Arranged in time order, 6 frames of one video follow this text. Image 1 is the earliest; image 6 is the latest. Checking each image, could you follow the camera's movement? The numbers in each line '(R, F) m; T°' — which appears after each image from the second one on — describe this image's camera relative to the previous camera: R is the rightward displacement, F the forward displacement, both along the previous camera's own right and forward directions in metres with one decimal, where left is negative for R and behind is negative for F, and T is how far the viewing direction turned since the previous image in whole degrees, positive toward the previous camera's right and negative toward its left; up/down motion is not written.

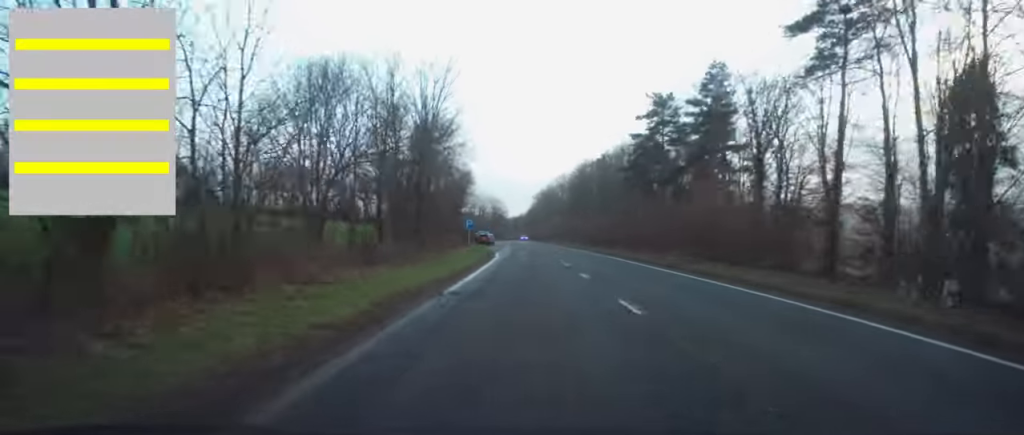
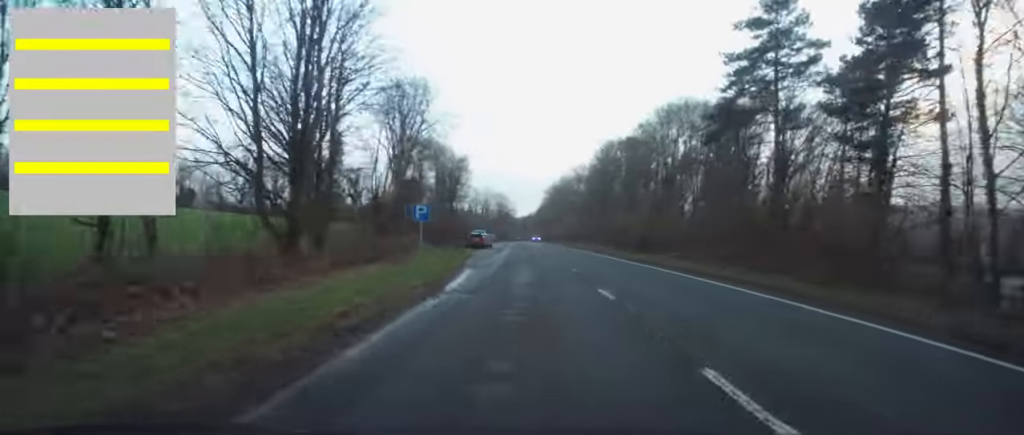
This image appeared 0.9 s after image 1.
(0.0, +24.3) m; -1°
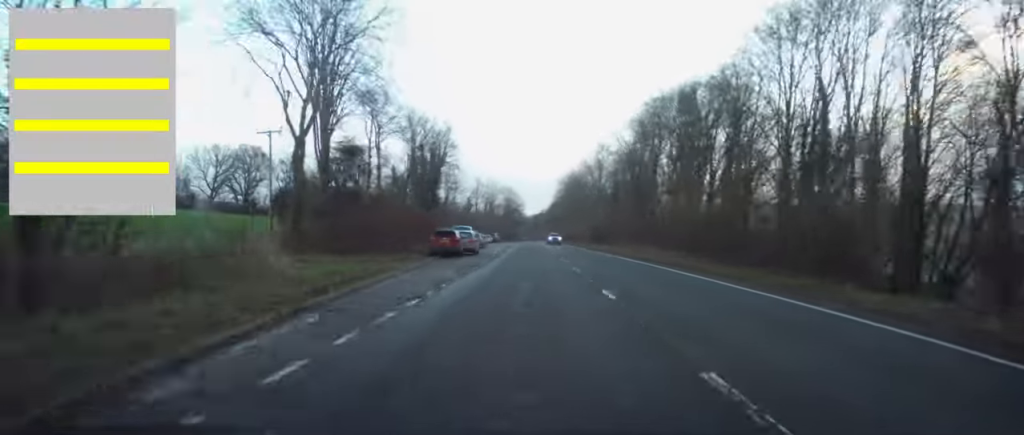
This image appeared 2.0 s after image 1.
(-0.3, +27.3) m; -2°
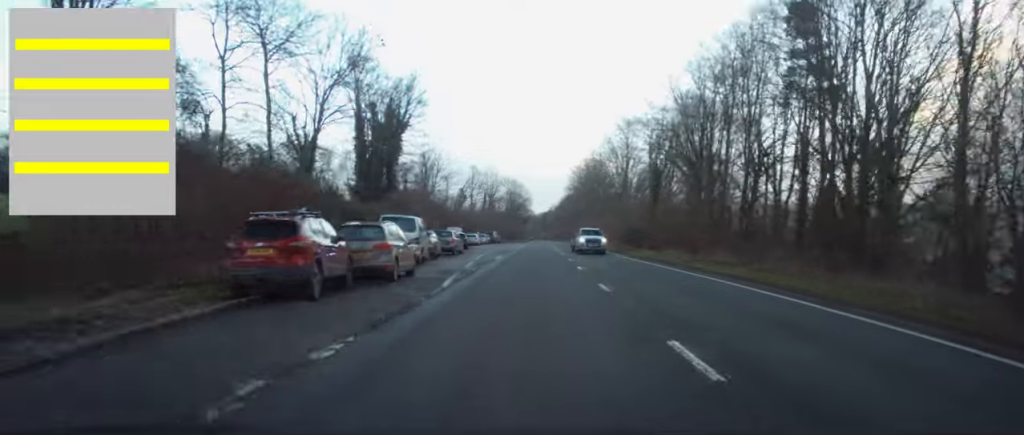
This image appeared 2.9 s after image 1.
(-0.3, +25.1) m; 0°
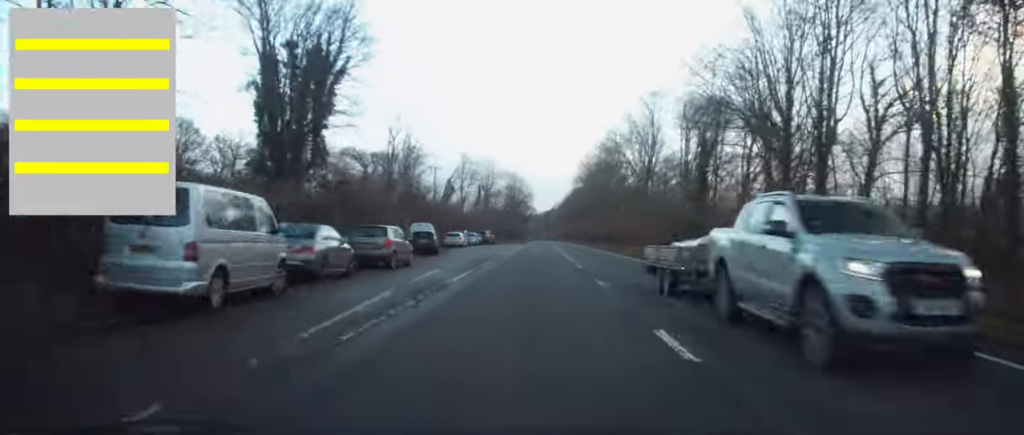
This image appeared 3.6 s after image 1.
(+0.2, +17.2) m; 0°
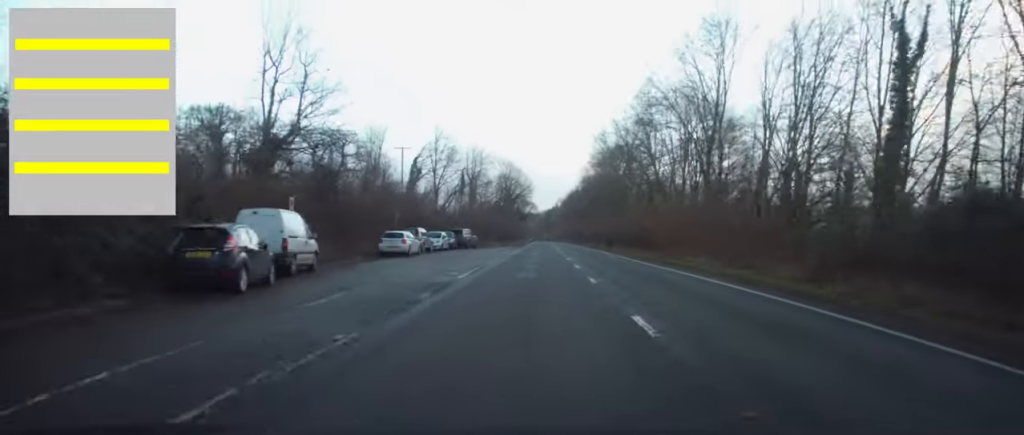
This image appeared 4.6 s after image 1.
(-0.2, +25.3) m; -1°
